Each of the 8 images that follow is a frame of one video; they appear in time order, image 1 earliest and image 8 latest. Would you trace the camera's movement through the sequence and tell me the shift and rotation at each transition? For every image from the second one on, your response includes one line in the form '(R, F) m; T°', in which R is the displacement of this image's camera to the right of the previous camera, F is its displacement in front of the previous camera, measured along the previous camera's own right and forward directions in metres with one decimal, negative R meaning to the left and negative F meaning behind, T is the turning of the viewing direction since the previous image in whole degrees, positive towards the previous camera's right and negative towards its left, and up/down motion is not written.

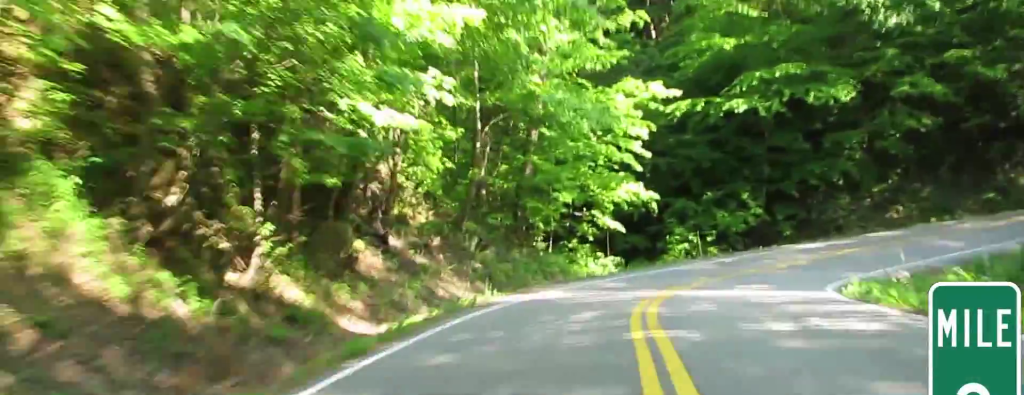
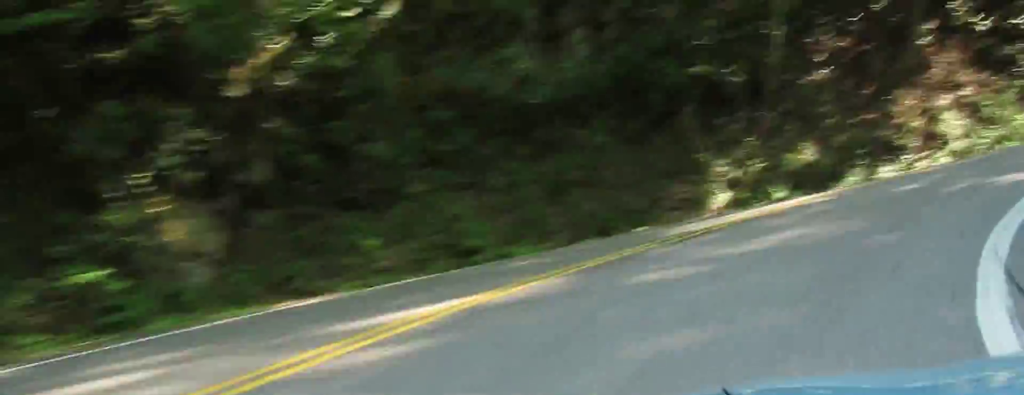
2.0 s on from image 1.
(-6.2, +36.6) m; -33°
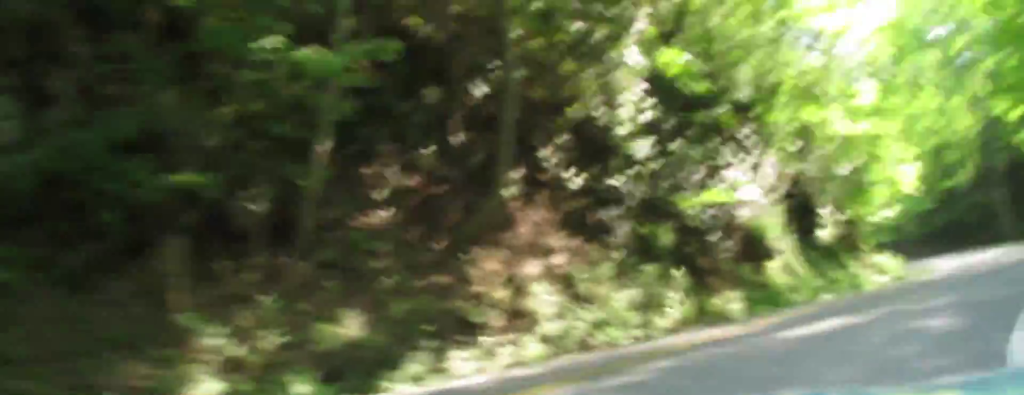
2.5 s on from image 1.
(-1.4, +9.3) m; -9°
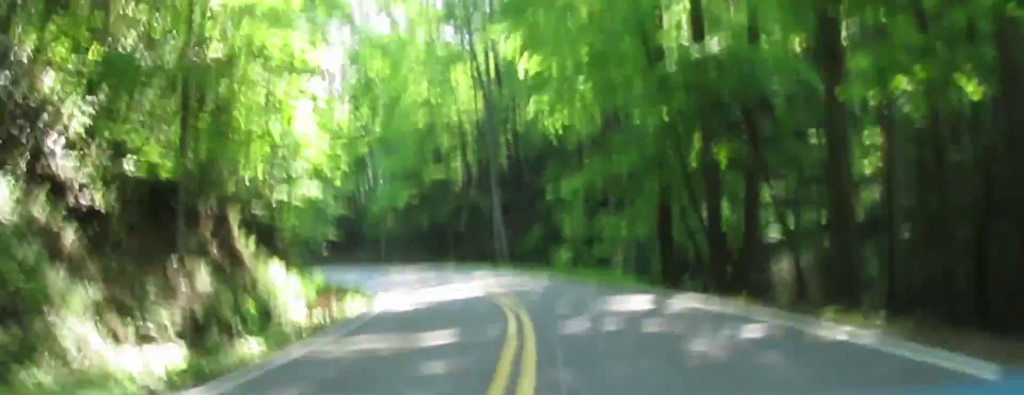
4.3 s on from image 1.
(-7.5, +30.9) m; -20°
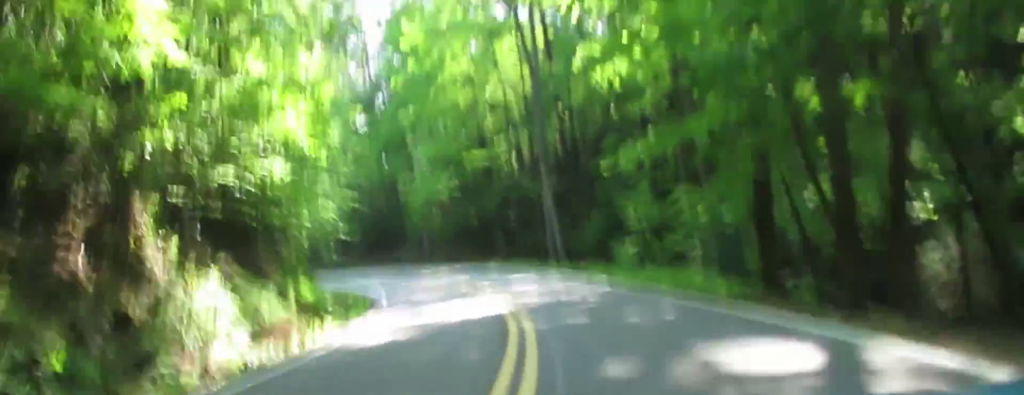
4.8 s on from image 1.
(-0.2, +9.2) m; -1°
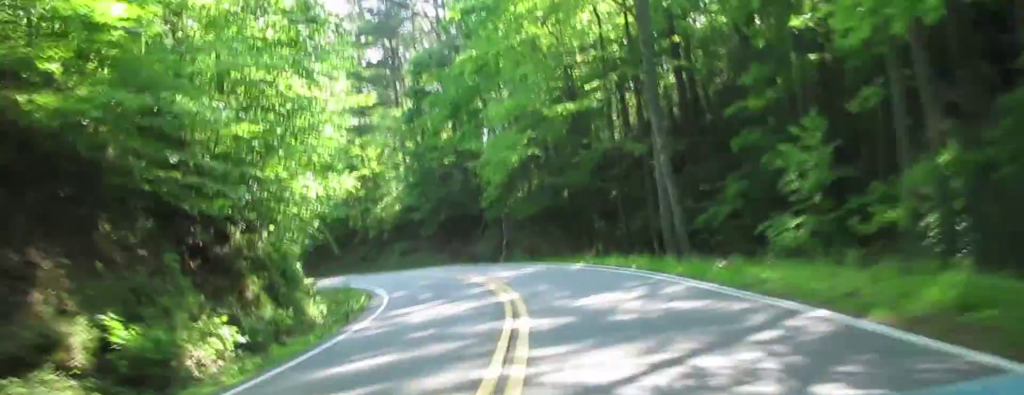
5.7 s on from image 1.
(0.0, +17.0) m; -10°
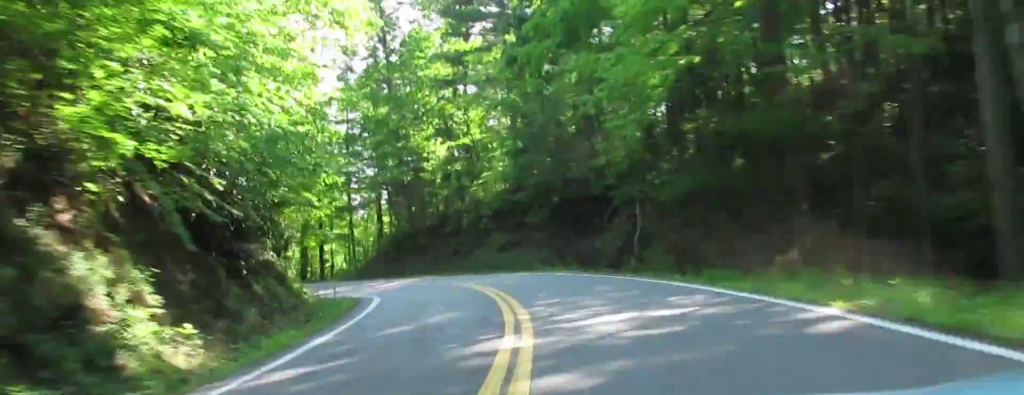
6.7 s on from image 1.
(-3.6, +22.2) m; -18°
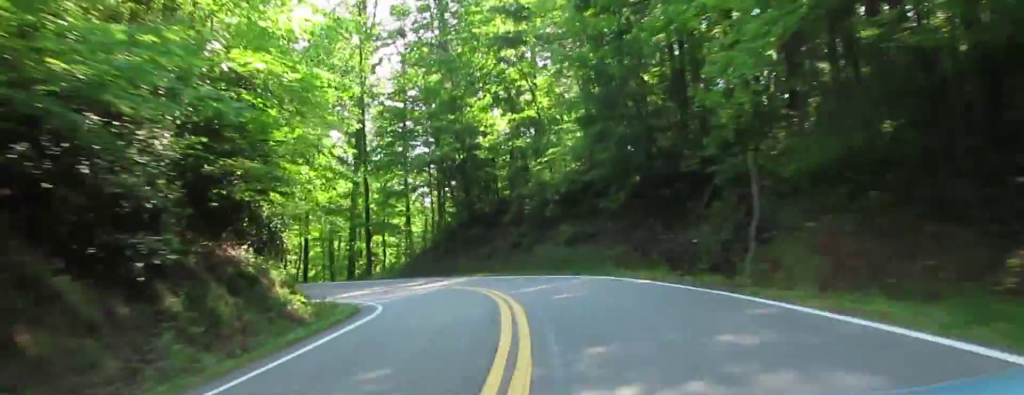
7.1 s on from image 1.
(-0.7, +10.9) m; -11°
